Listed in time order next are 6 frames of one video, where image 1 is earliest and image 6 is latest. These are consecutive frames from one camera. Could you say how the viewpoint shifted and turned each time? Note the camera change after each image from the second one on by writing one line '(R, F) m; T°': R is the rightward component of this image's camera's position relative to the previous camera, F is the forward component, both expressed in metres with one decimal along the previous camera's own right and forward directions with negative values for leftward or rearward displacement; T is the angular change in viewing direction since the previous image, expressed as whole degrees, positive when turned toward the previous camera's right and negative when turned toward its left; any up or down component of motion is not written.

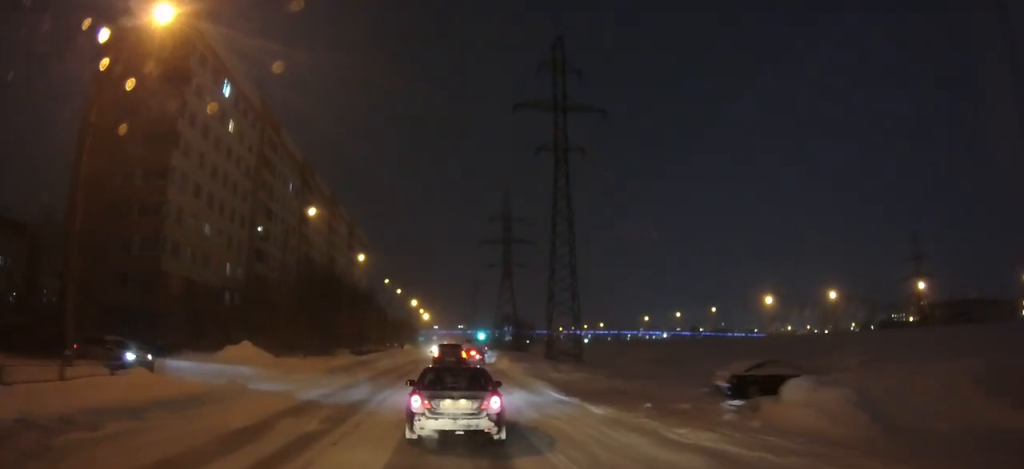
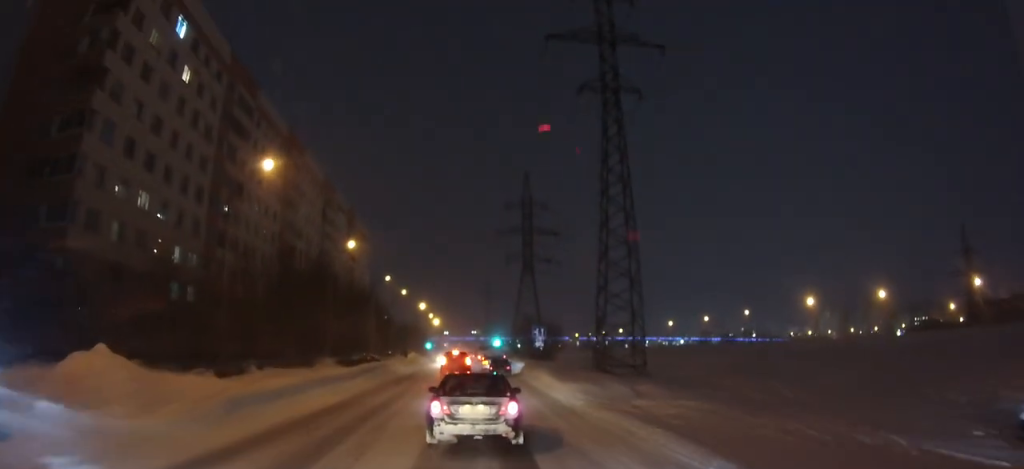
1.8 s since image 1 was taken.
(-0.2, +14.4) m; -1°
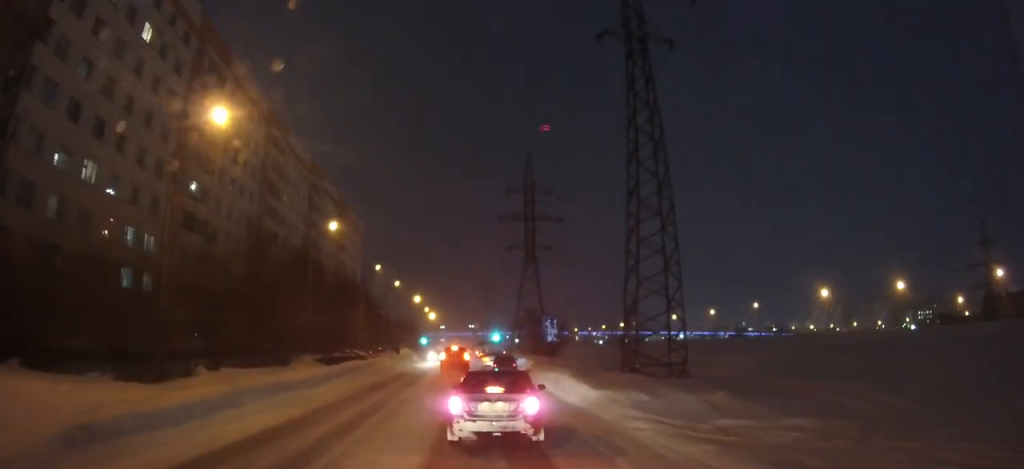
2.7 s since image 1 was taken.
(0.0, +7.3) m; 0°
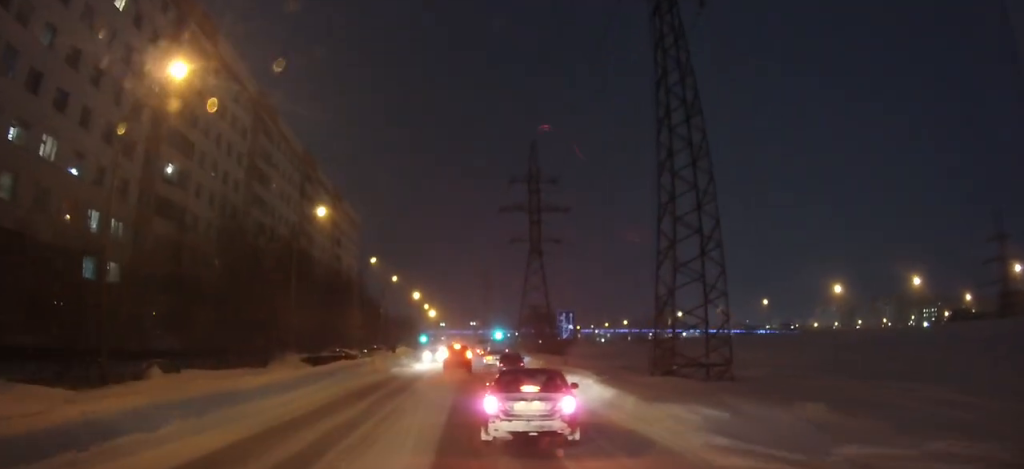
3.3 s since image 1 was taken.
(0.0, +5.3) m; +1°
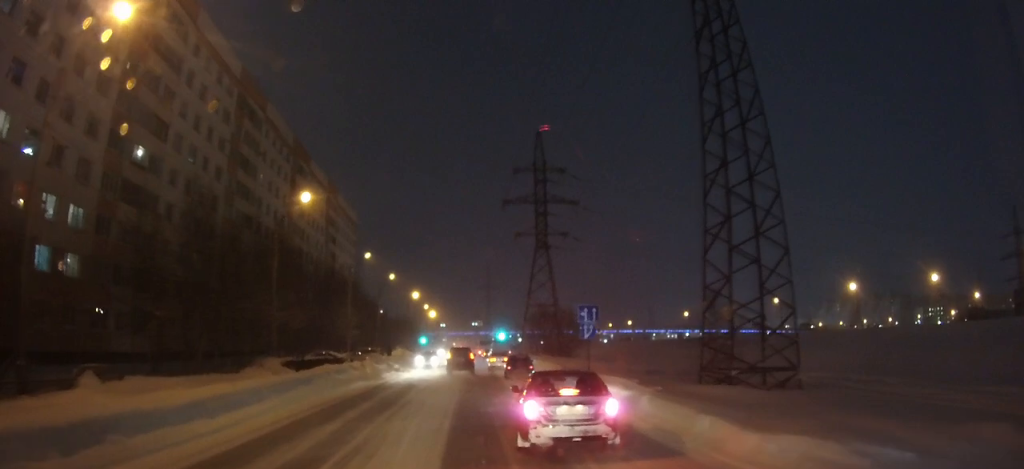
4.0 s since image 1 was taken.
(0.0, +5.7) m; +1°
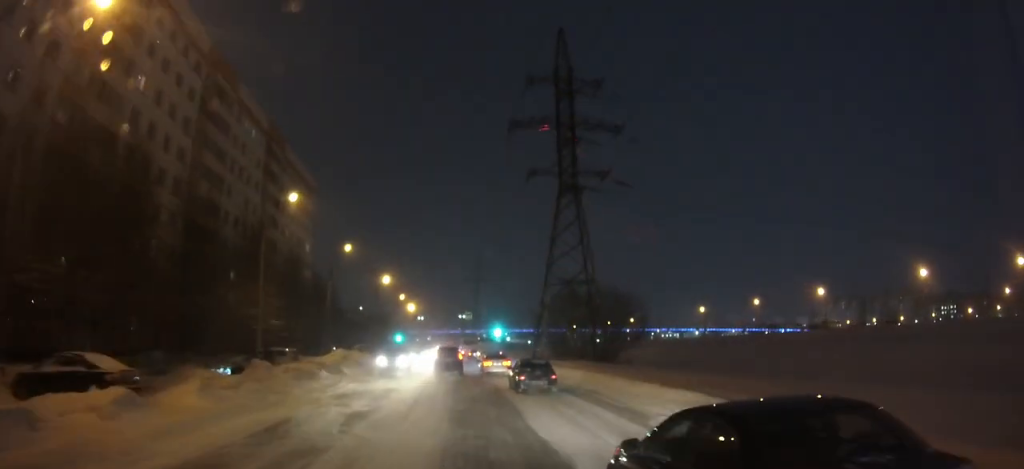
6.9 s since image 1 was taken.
(+0.3, +27.3) m; +2°
